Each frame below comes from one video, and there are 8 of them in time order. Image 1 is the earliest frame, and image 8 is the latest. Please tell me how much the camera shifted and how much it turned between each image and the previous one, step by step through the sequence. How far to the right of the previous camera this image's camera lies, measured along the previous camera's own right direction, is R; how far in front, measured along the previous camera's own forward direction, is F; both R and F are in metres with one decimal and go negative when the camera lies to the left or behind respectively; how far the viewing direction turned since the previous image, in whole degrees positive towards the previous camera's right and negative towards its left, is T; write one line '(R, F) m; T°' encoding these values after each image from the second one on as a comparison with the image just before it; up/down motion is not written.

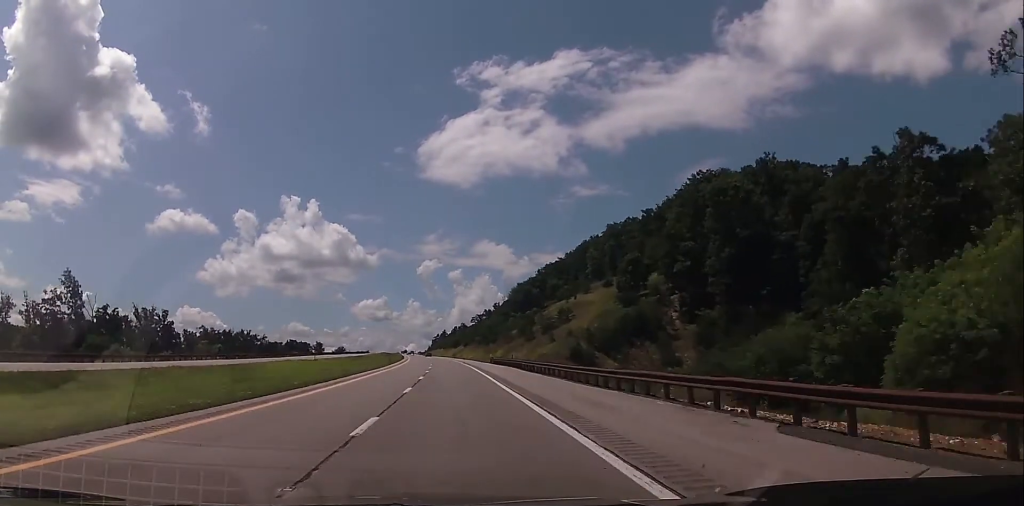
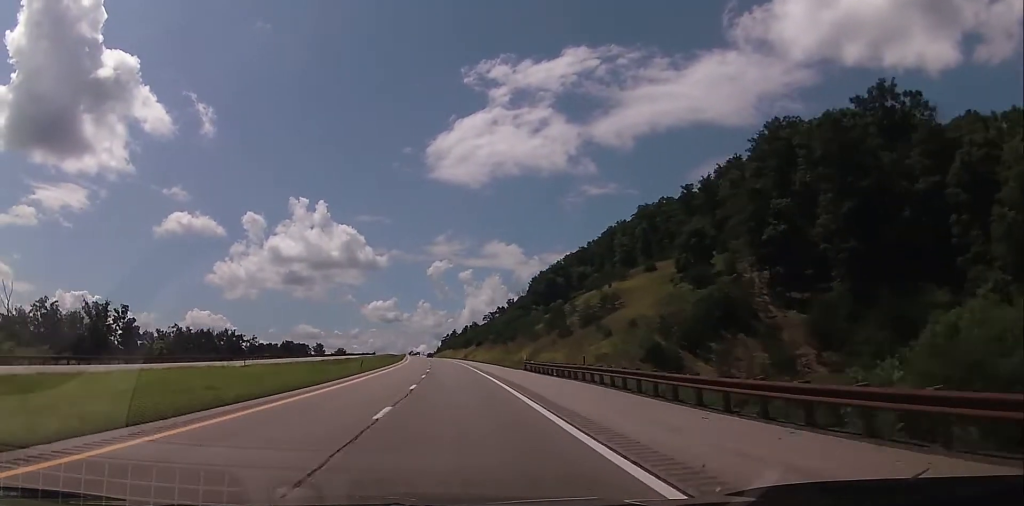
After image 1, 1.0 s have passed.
(0.0, +33.1) m; -1°
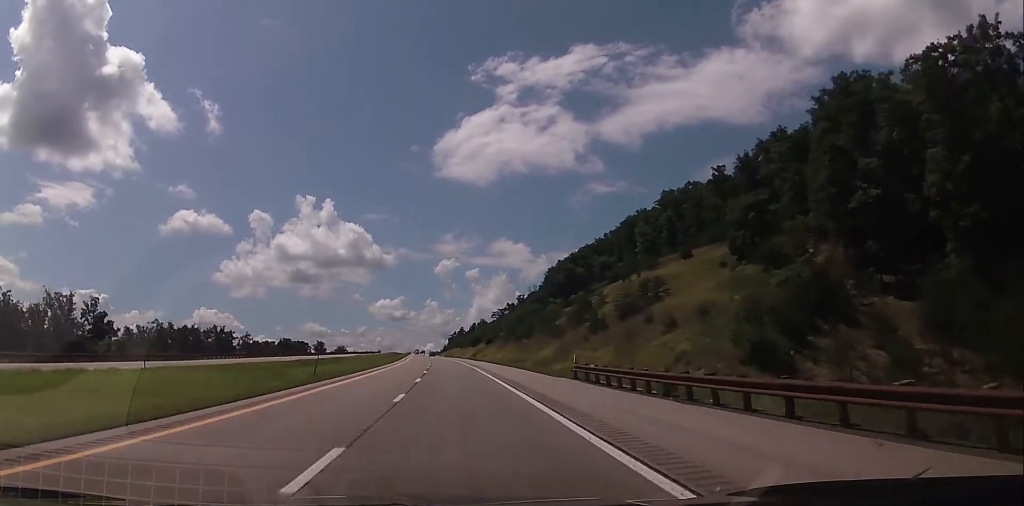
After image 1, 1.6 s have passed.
(+0.2, +19.9) m; -1°
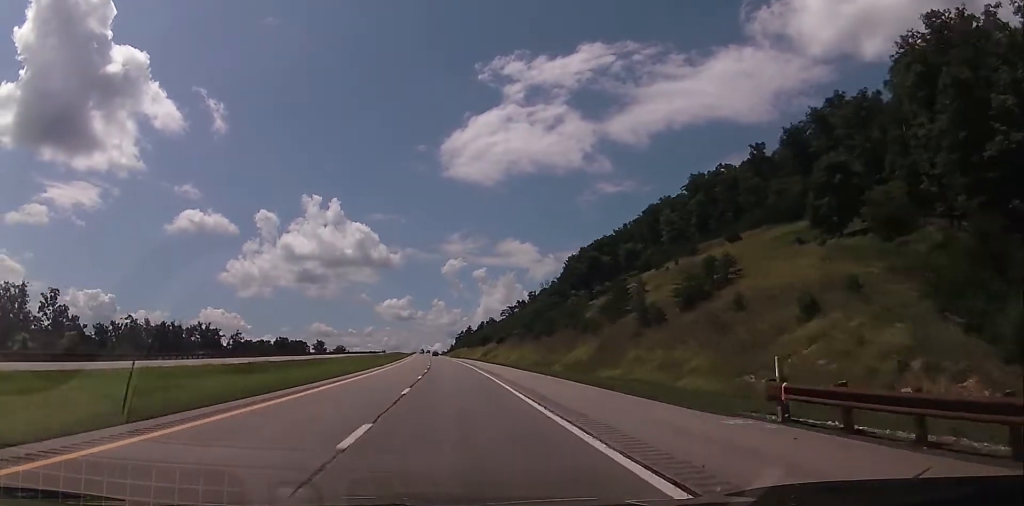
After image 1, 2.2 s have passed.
(-0.6, +21.0) m; -1°
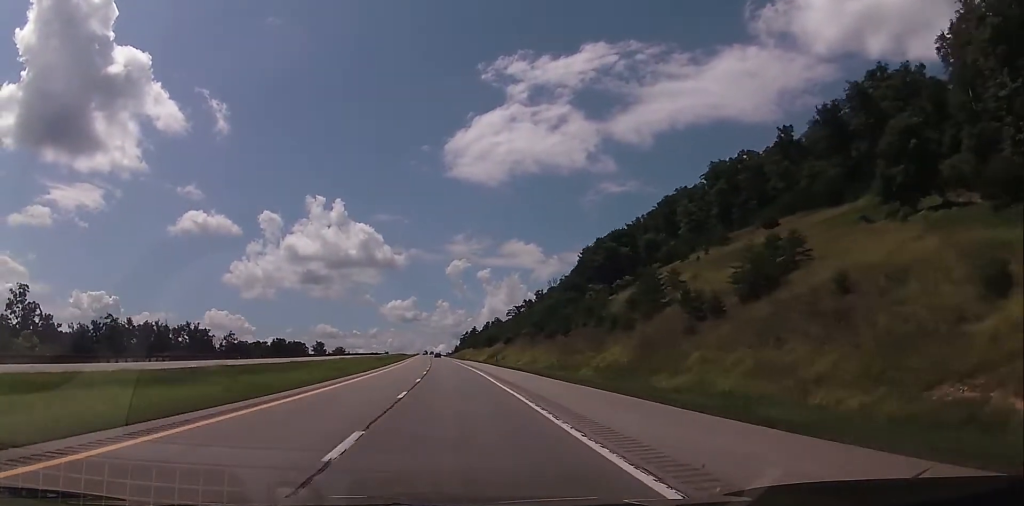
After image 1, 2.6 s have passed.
(-0.1, +13.3) m; -1°
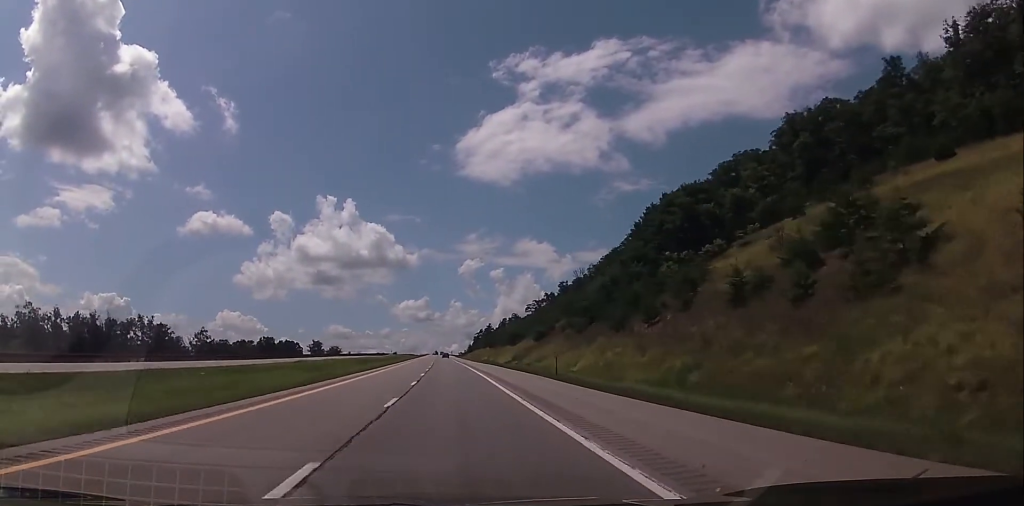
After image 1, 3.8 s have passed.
(-0.1, +39.8) m; 0°
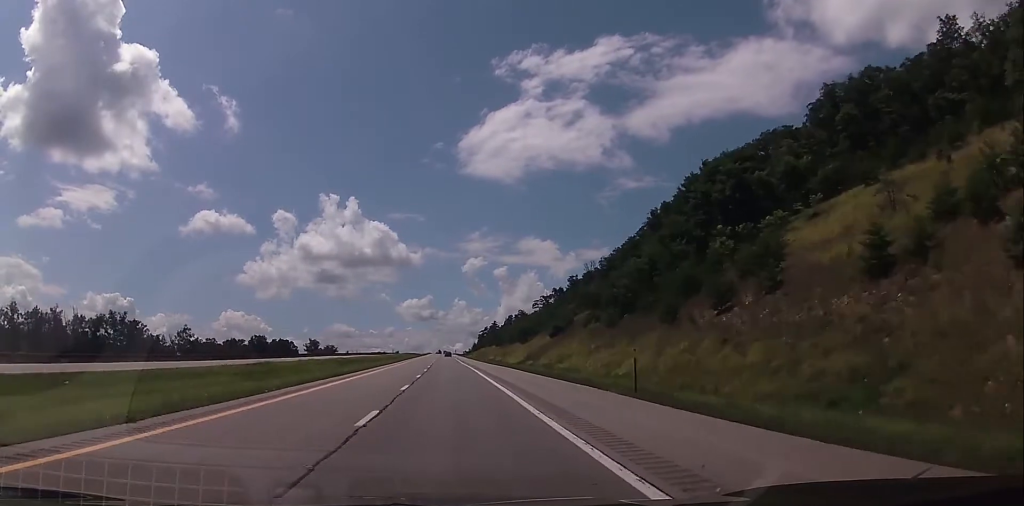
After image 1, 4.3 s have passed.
(+0.1, +16.6) m; 0°
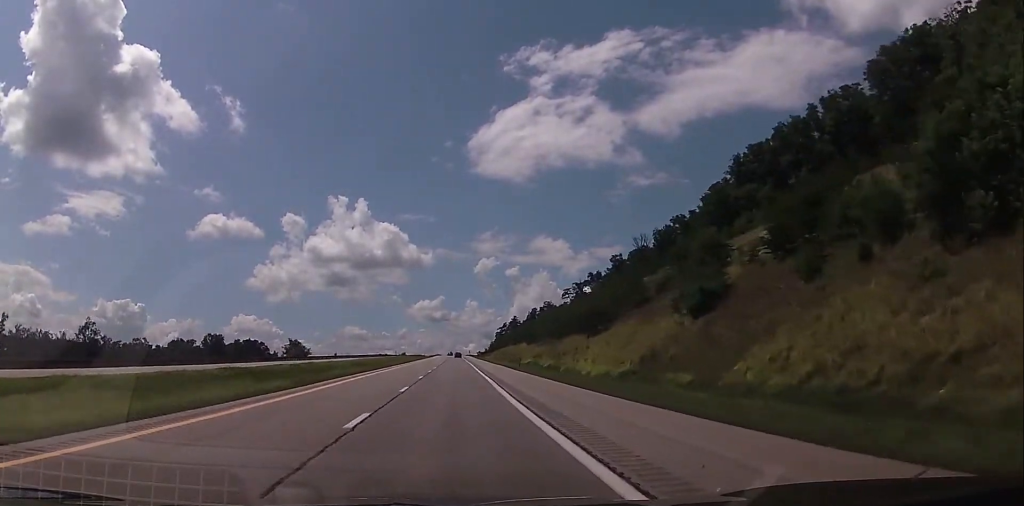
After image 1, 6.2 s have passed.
(-1.2, +60.9) m; -2°
